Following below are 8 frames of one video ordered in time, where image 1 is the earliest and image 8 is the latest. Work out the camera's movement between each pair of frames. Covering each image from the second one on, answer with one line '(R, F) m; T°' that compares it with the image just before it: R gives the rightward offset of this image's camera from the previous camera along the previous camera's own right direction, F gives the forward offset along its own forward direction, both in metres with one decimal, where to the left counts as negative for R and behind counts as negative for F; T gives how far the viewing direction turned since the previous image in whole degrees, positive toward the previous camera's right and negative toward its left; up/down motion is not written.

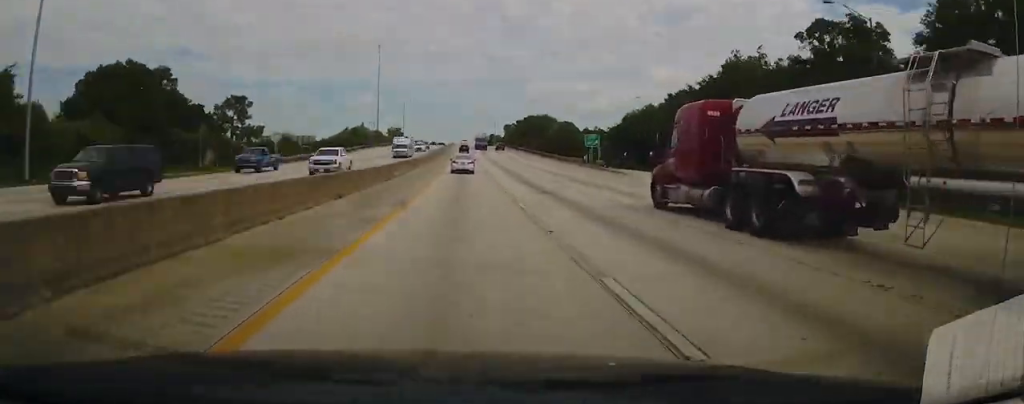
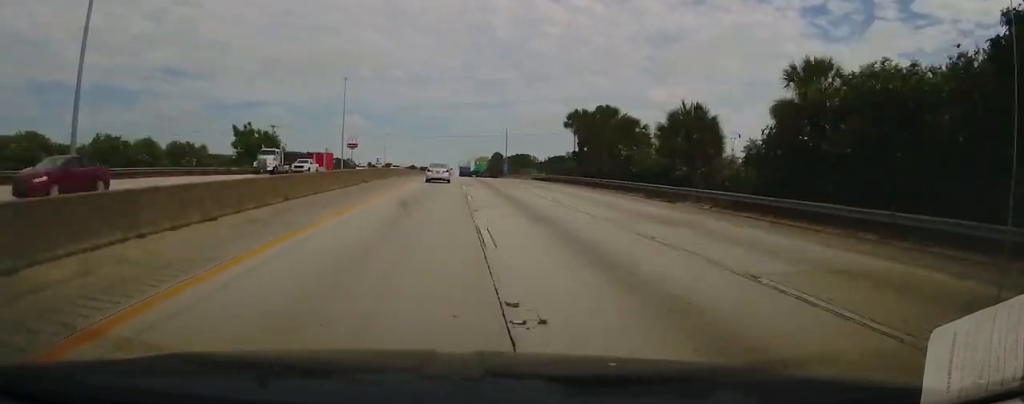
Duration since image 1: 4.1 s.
(+0.2, +136.8) m; 0°
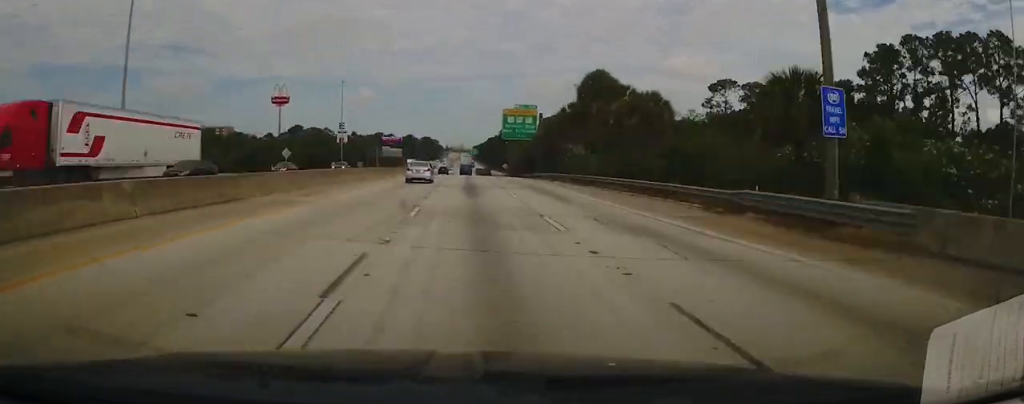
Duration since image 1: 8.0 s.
(-0.2, +127.7) m; 0°
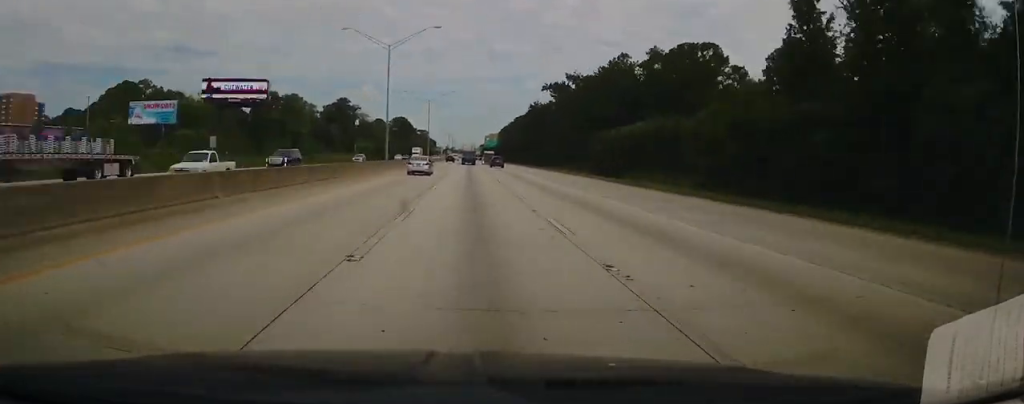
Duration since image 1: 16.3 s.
(-1.0, +270.7) m; 0°
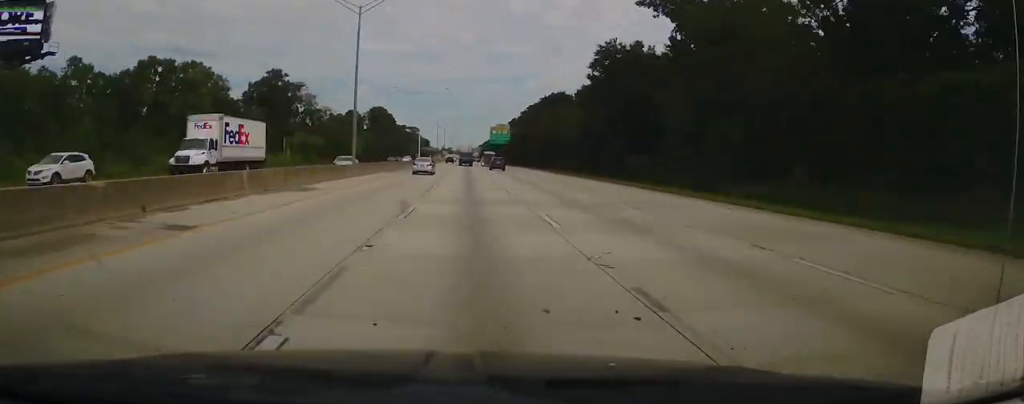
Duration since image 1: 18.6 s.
(+0.2, +73.7) m; 0°
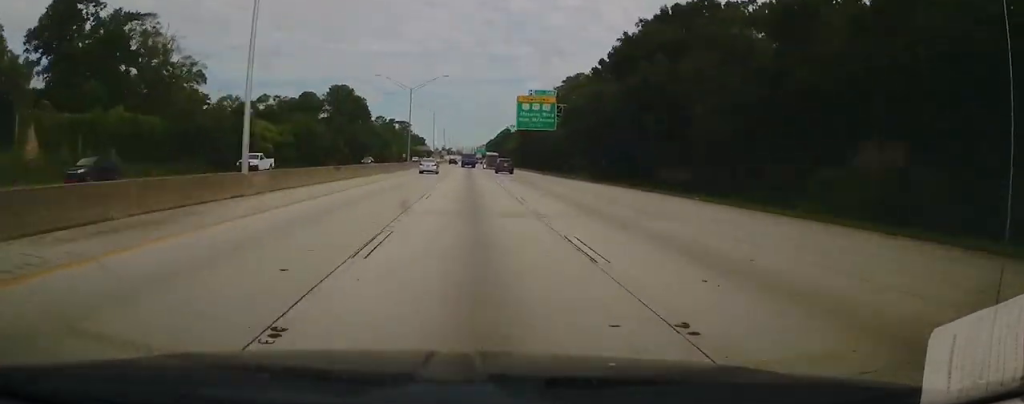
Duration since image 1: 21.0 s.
(0.0, +78.0) m; 0°
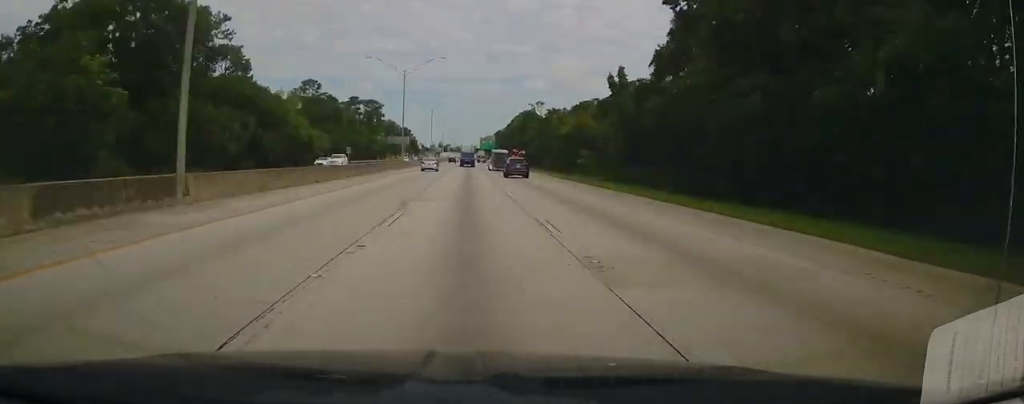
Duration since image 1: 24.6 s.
(+0.6, +117.8) m; 0°
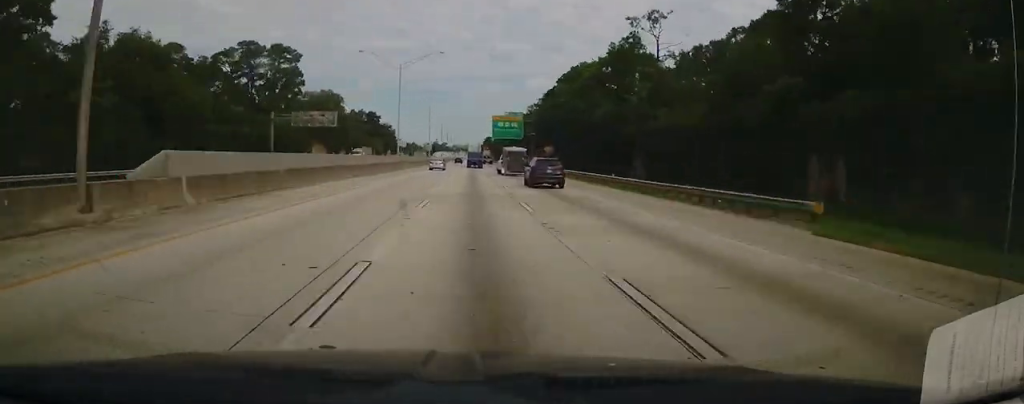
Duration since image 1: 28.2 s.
(-0.5, +117.8) m; 0°
